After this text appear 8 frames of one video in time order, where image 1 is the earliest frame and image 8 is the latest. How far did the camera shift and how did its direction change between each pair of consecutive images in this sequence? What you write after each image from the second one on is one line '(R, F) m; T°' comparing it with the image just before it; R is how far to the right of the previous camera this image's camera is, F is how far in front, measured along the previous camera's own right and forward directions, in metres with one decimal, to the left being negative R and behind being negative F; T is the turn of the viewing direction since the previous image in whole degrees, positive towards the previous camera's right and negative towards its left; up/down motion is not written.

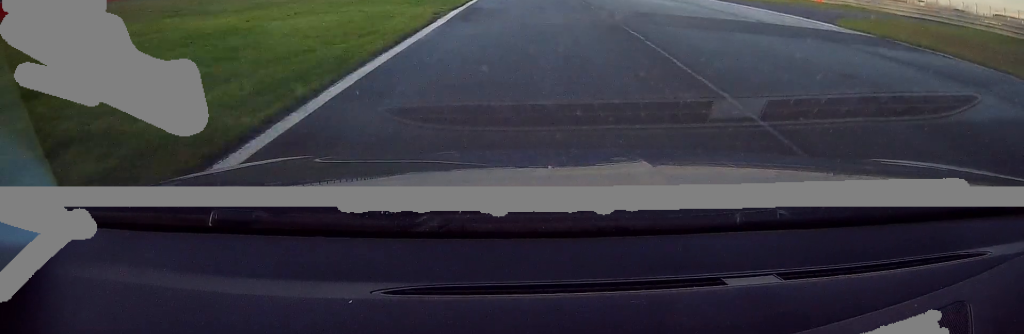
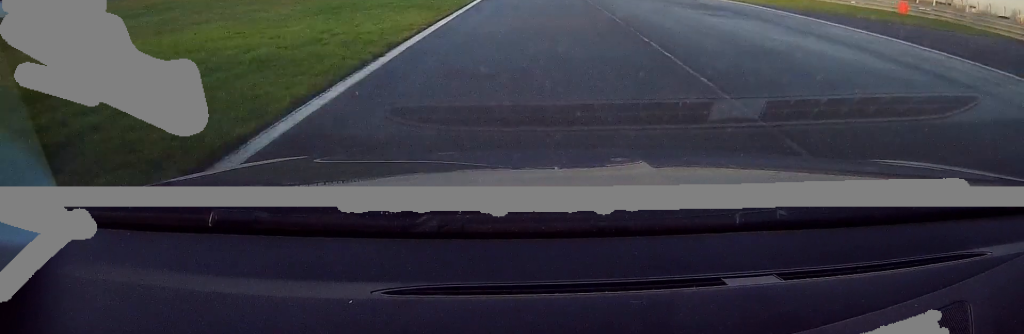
(0.0, +16.7) m; 0°
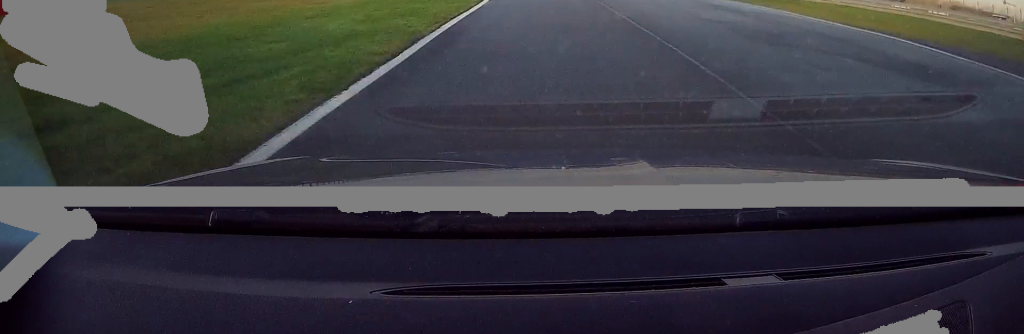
(0.0, +17.0) m; -1°
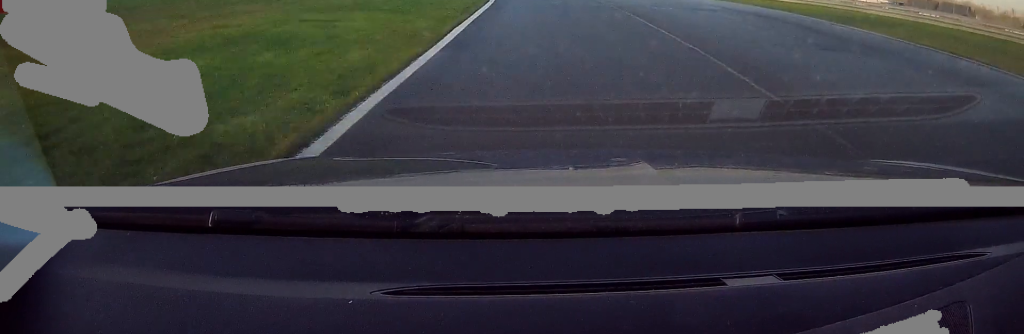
(-0.5, +23.3) m; -1°
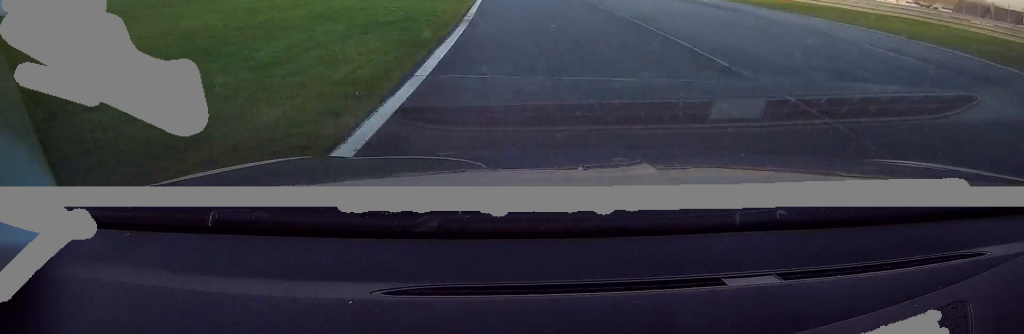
(+0.3, +15.1) m; 0°
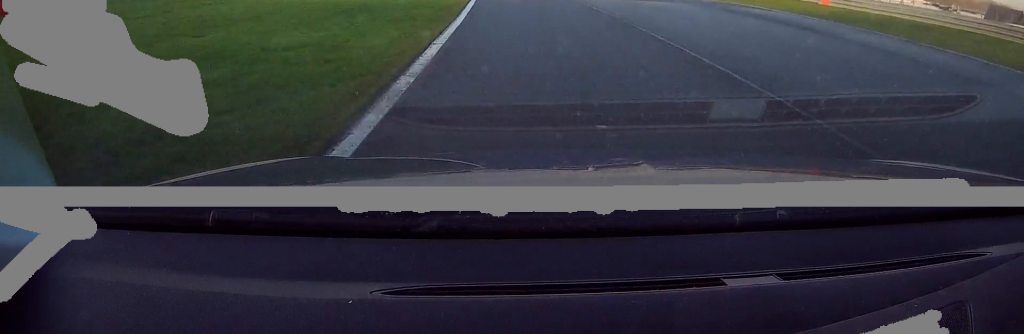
(+0.1, +8.3) m; 0°
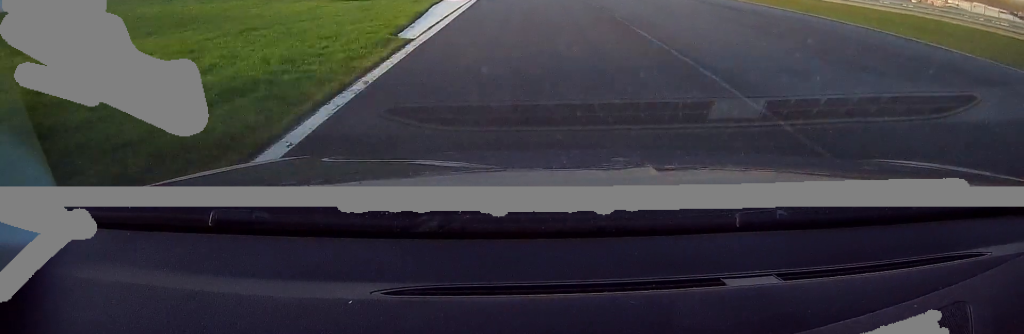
(-0.8, +31.2) m; -2°
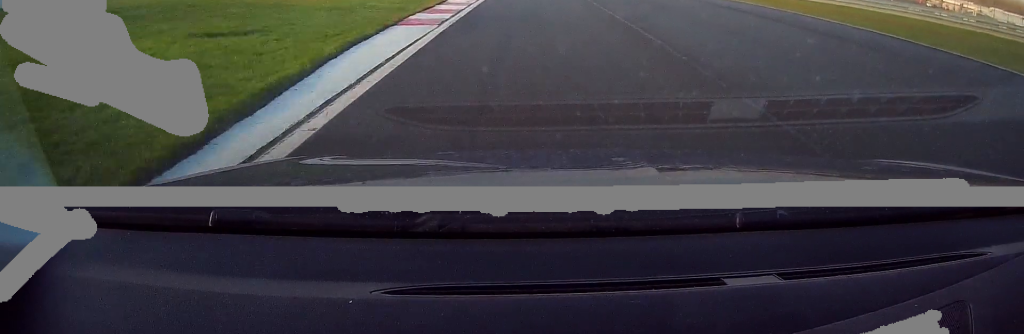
(0.0, +9.6) m; -1°
